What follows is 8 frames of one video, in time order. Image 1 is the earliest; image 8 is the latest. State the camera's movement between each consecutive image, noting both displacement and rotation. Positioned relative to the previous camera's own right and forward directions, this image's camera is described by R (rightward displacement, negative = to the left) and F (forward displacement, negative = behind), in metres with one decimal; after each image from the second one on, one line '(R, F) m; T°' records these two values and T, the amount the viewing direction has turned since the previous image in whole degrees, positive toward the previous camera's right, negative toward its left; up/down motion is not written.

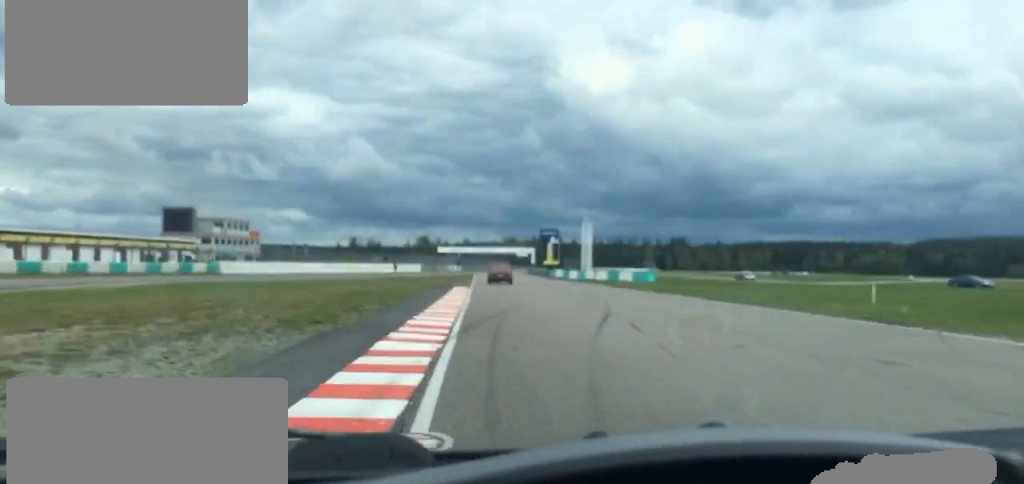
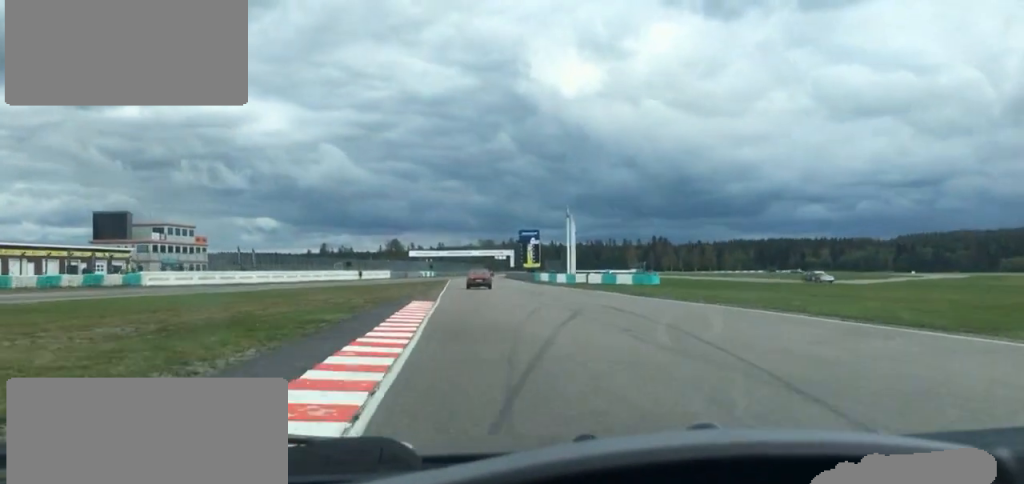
(+0.5, +14.6) m; +2°
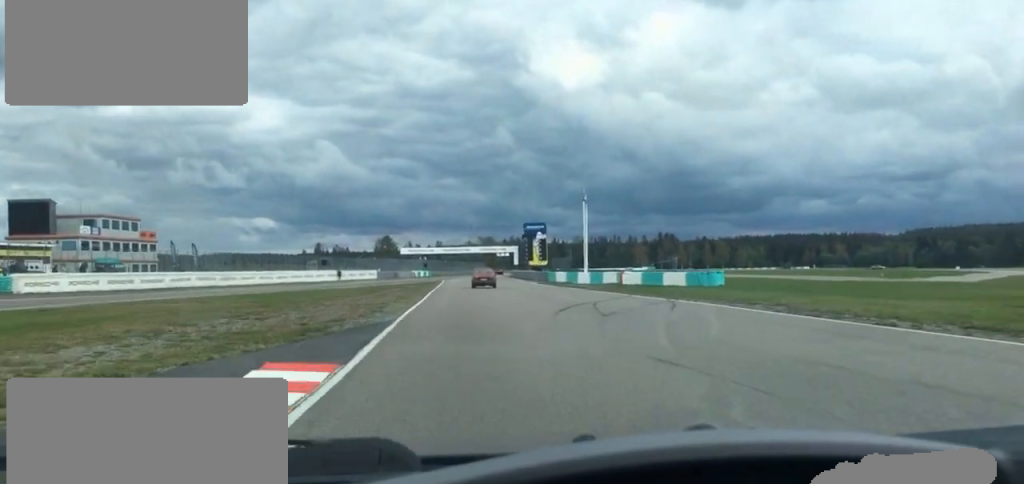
(+0.5, +23.7) m; +2°
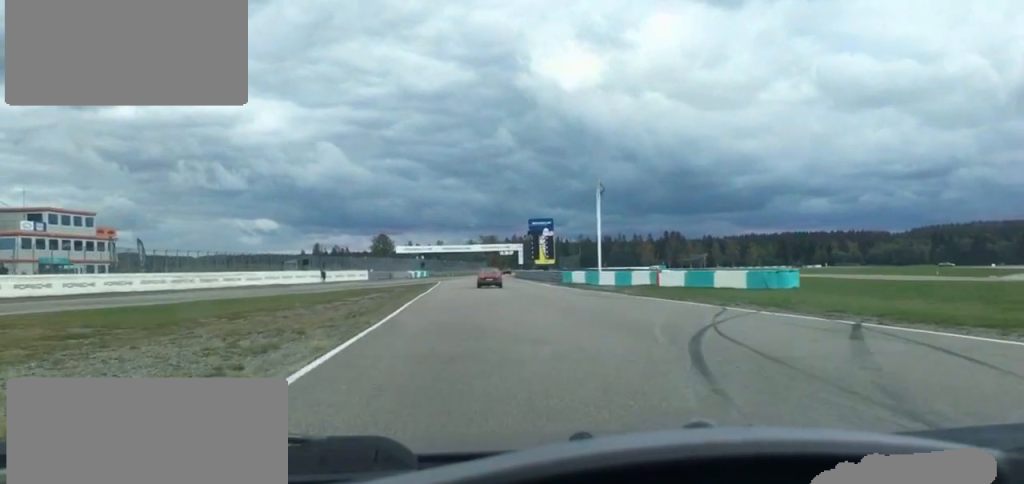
(+0.3, +15.5) m; 0°
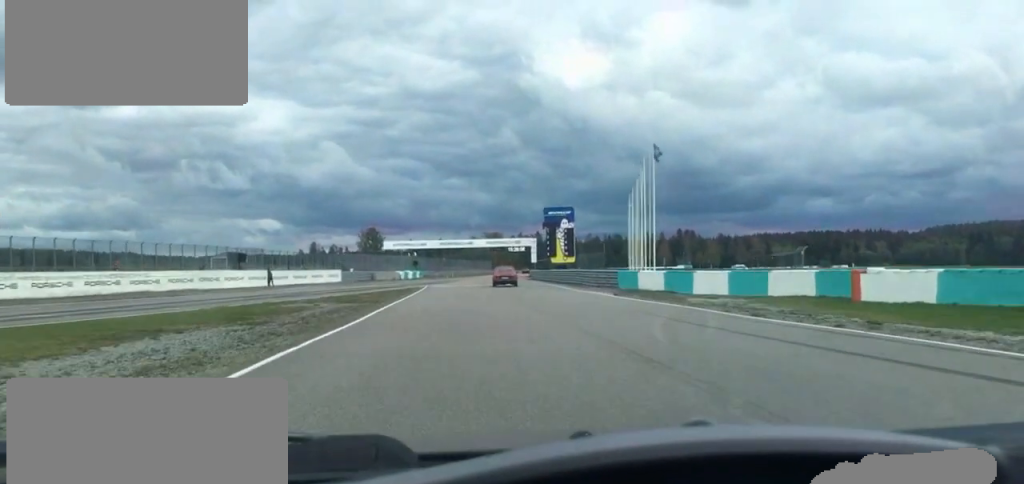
(-0.2, +32.1) m; 0°
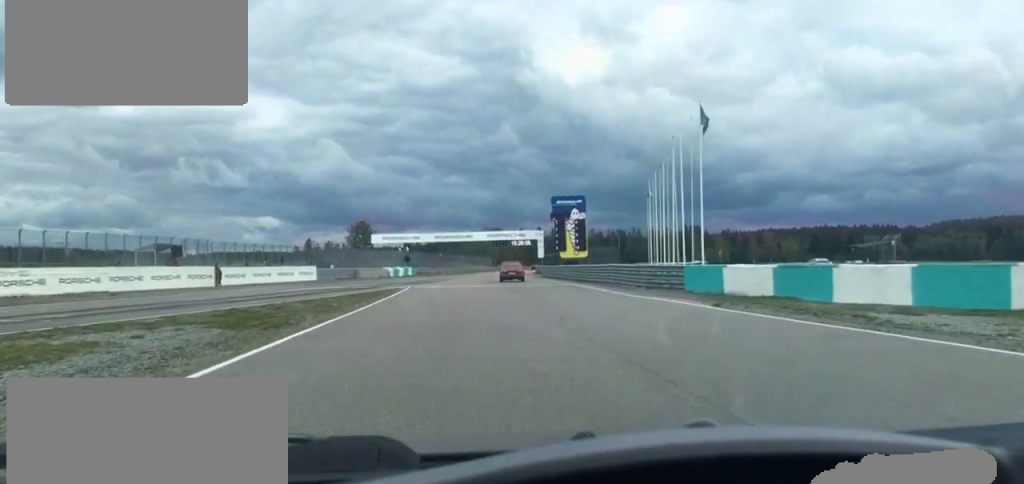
(0.0, +18.0) m; 0°
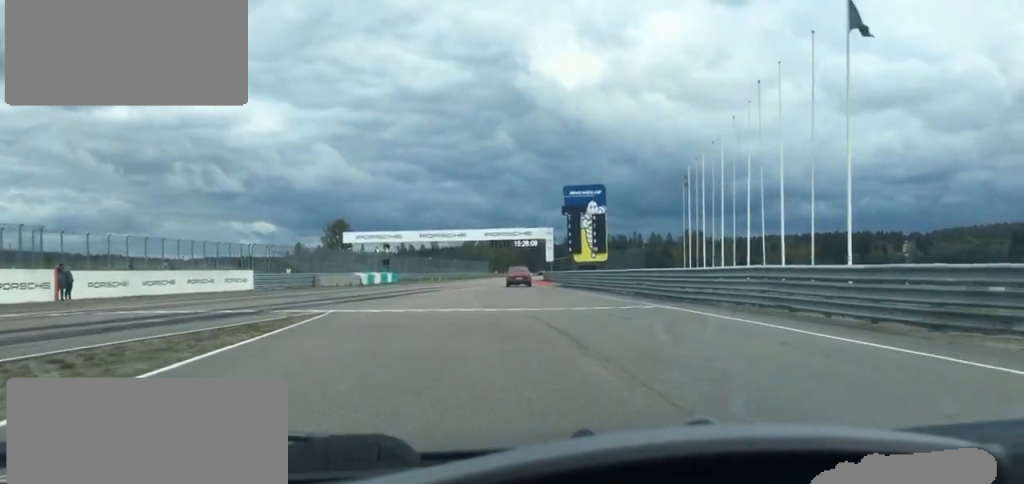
(+0.1, +25.5) m; +1°
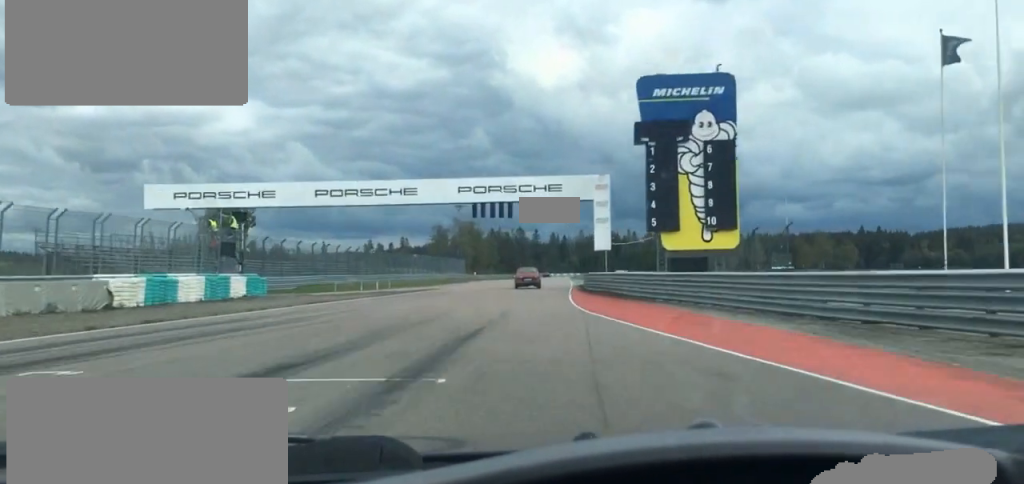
(+0.7, +63.4) m; +2°
